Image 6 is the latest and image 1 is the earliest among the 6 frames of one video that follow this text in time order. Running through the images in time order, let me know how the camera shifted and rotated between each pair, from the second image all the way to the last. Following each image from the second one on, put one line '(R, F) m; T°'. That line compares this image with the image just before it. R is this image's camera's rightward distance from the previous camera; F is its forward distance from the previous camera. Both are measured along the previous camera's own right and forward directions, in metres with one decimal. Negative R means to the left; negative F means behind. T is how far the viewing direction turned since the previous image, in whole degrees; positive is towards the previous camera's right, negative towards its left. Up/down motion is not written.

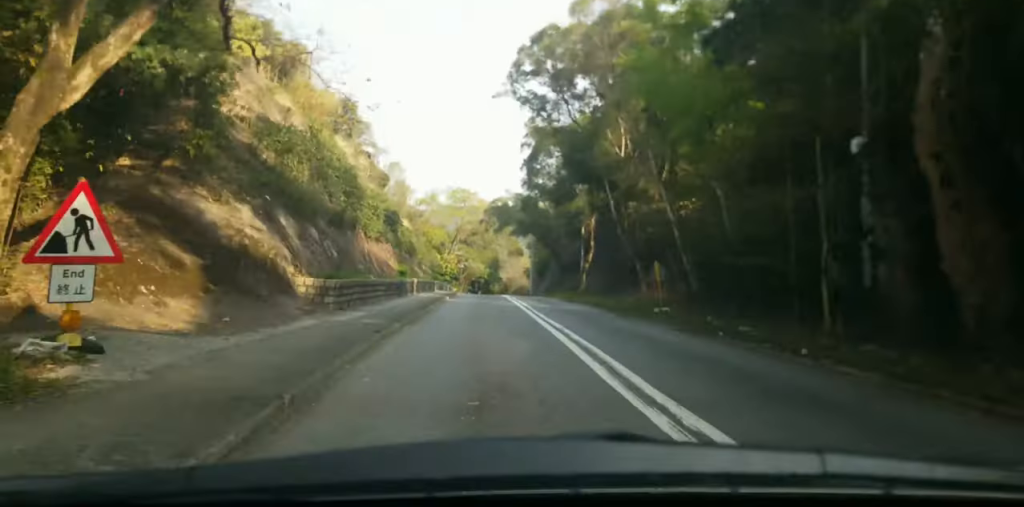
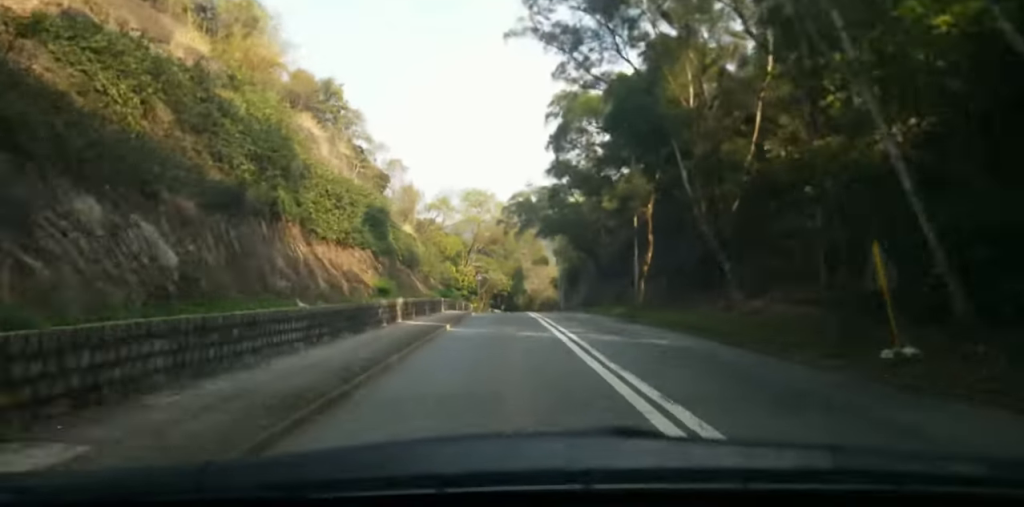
(-0.3, +12.6) m; -2°
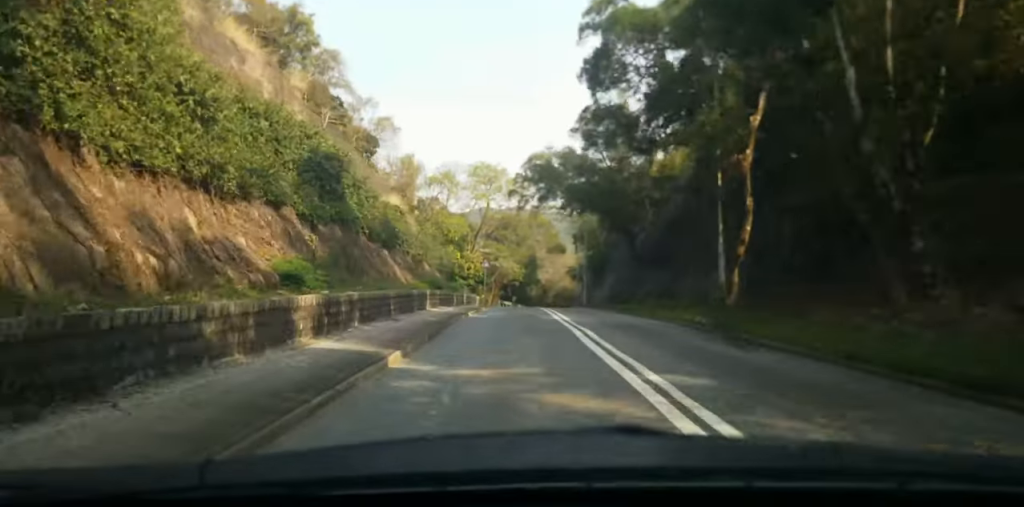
(-0.1, +11.9) m; -1°
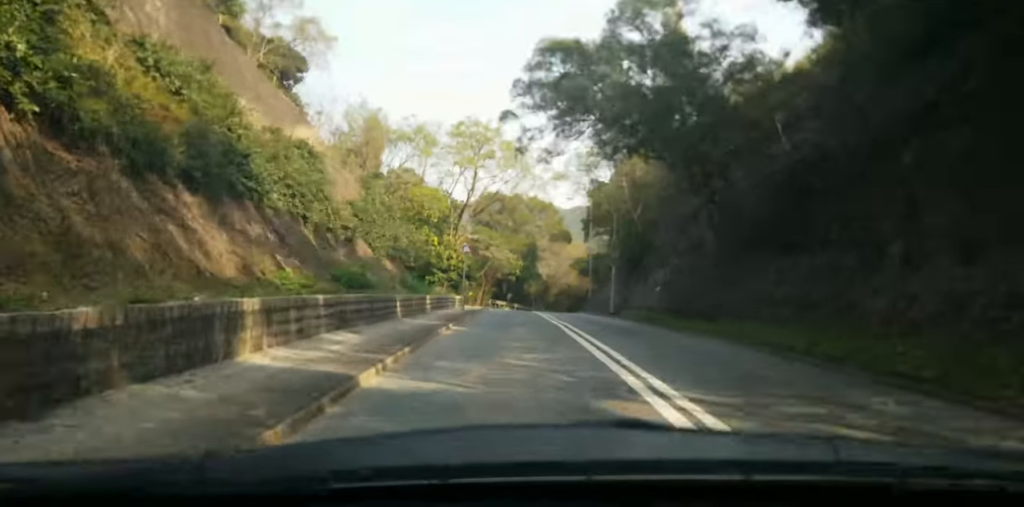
(-0.5, +19.2) m; 0°
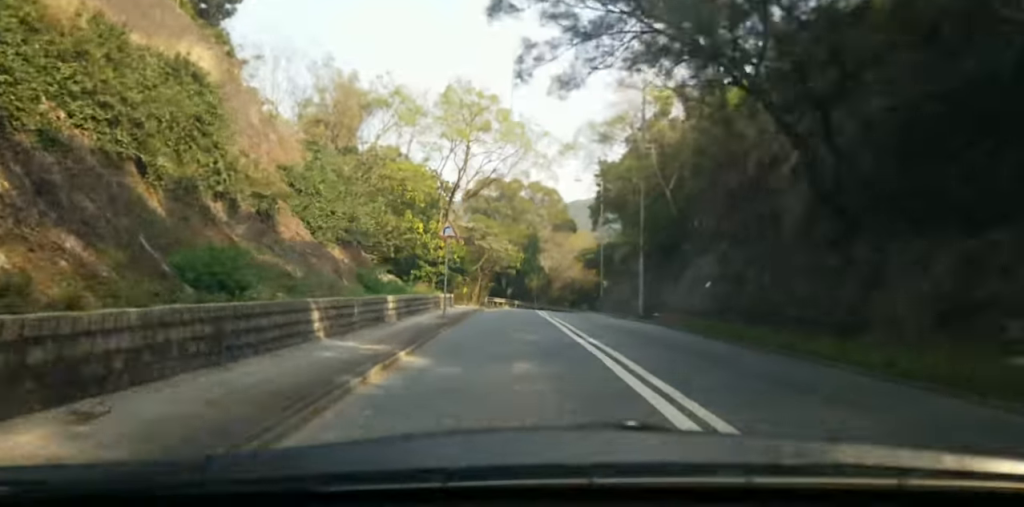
(0.0, +8.9) m; +1°
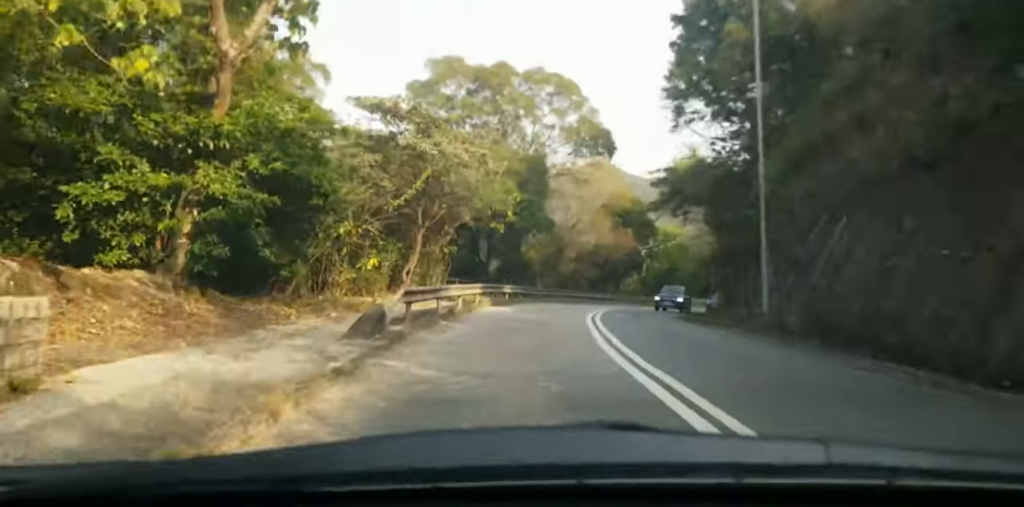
(-0.8, +40.4) m; -3°
